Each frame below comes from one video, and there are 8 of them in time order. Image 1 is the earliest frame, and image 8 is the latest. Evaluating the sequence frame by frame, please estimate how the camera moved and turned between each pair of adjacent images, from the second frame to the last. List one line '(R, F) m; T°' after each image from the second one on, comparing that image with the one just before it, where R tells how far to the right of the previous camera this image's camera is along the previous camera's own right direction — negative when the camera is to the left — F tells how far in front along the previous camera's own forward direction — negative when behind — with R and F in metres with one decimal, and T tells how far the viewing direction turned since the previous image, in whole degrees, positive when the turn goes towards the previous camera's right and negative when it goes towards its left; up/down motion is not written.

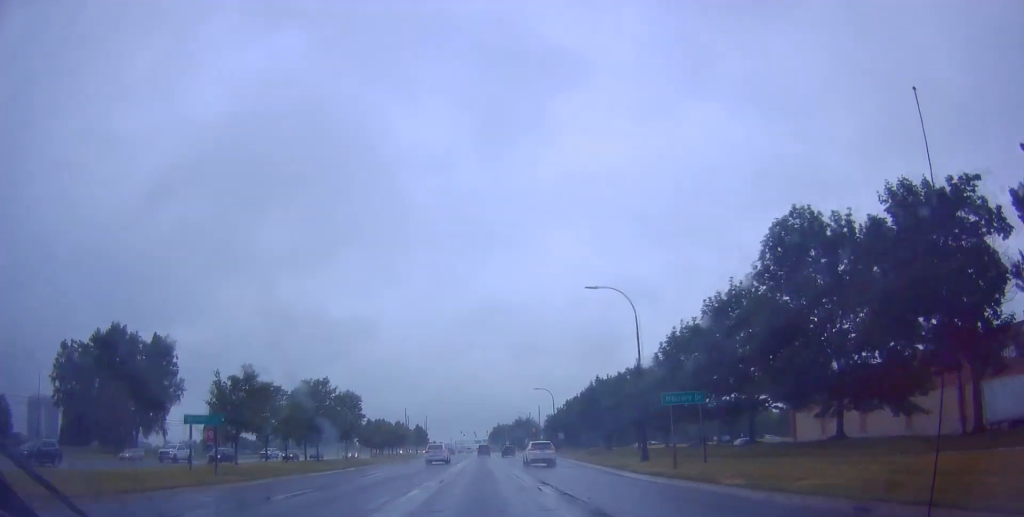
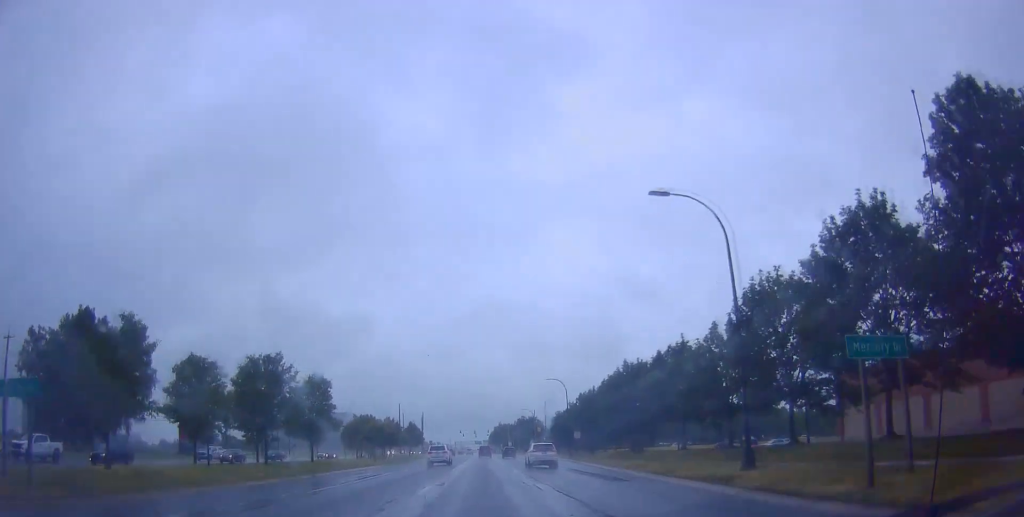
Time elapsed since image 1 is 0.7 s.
(+0.2, +13.0) m; +2°
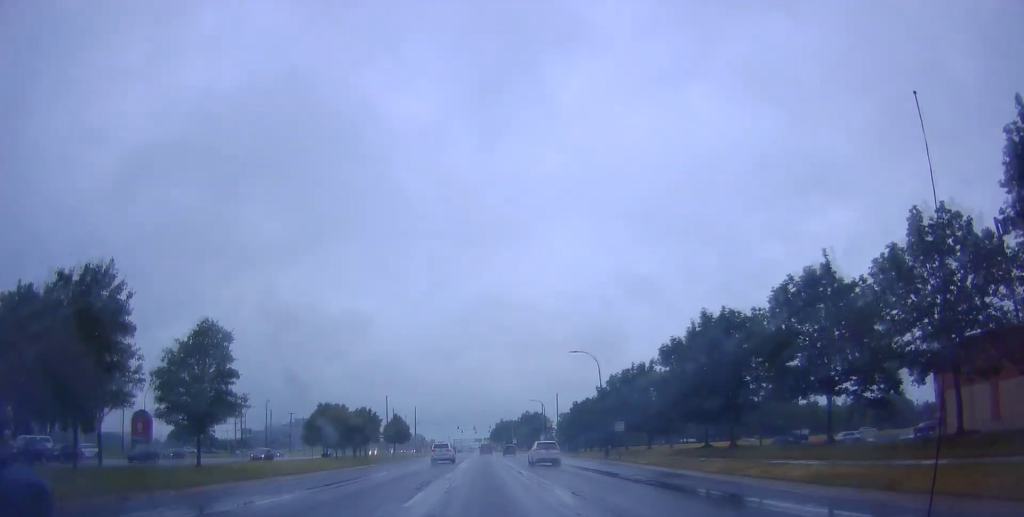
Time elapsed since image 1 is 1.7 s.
(+0.6, +20.7) m; +2°
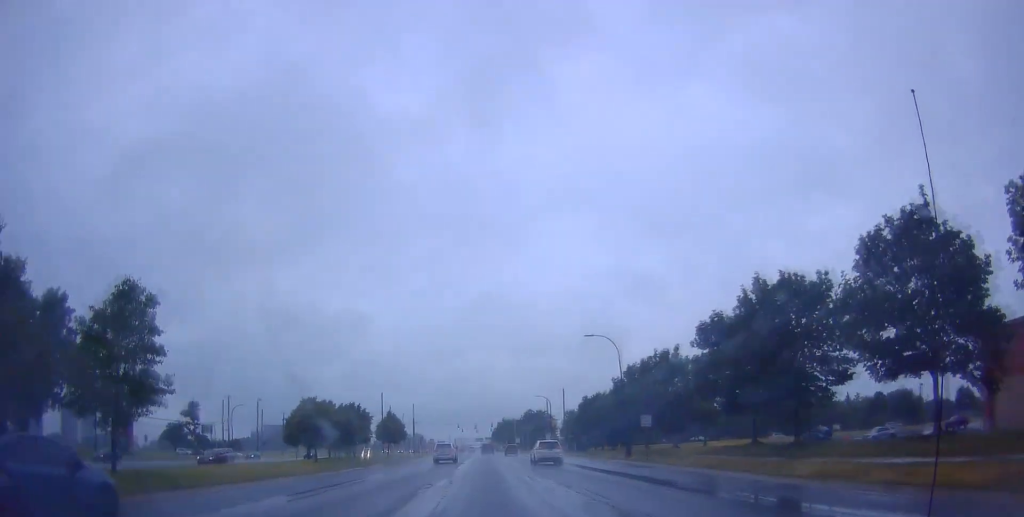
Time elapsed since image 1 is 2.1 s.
(+0.1, +7.7) m; +1°
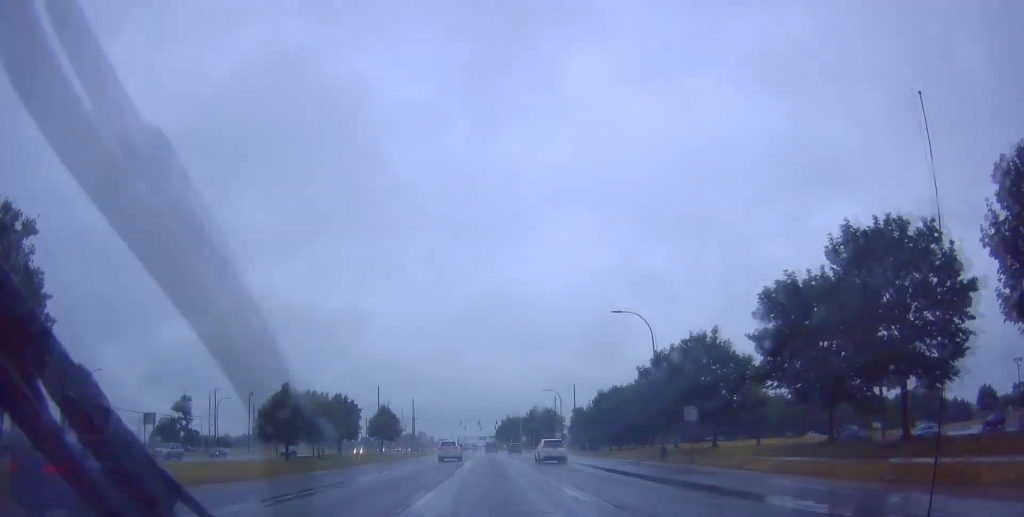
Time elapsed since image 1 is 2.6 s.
(0.0, +8.3) m; 0°
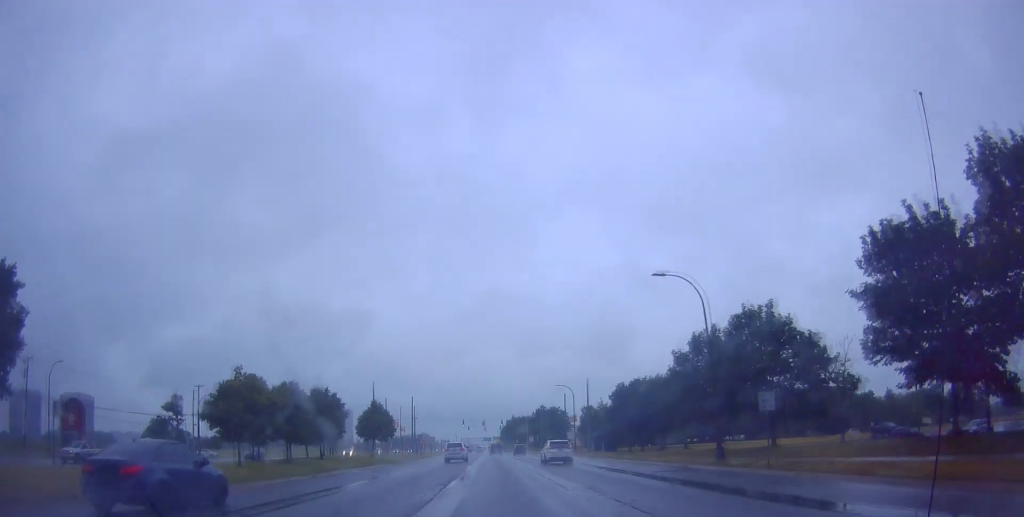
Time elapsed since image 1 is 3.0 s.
(+0.1, +8.9) m; -1°
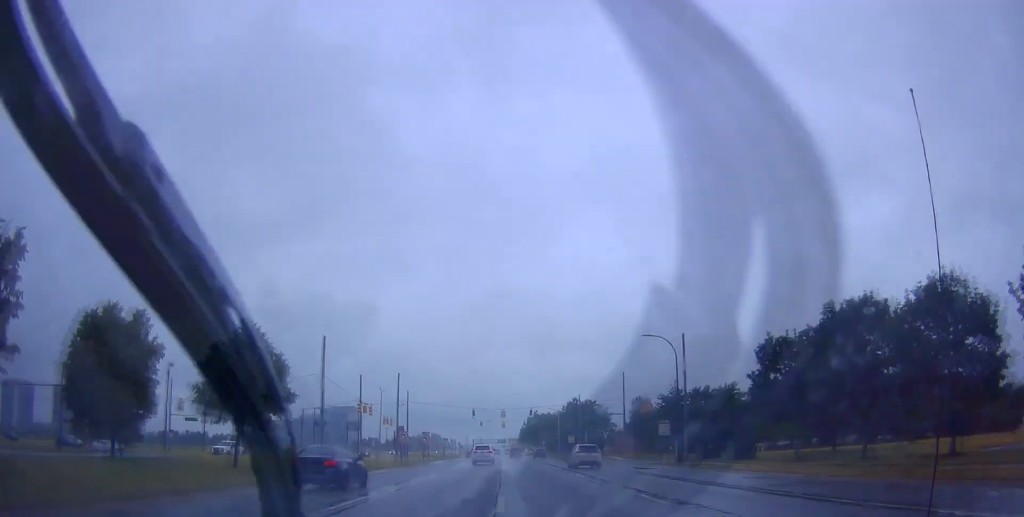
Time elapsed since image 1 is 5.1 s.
(-1.2, +39.4) m; -3°
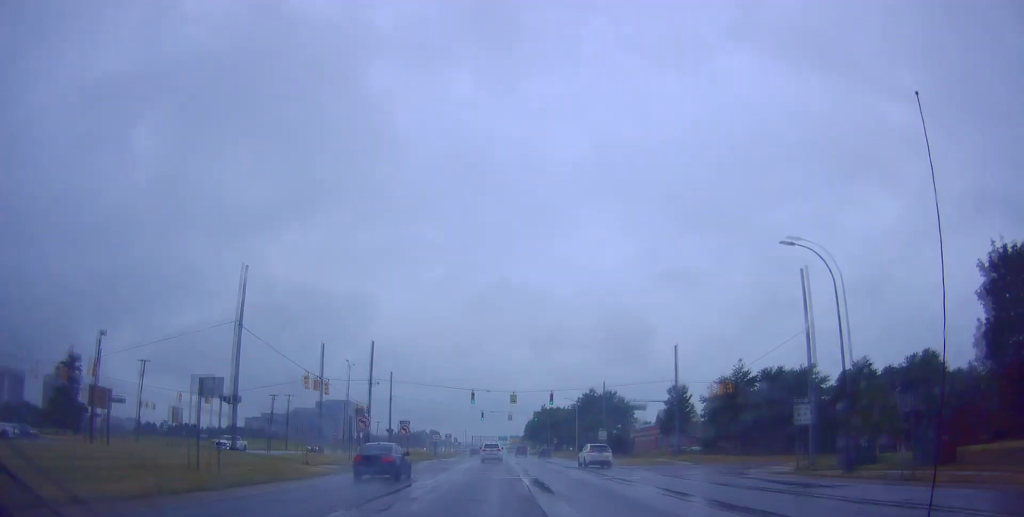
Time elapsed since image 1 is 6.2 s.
(-0.4, +22.0) m; 0°
